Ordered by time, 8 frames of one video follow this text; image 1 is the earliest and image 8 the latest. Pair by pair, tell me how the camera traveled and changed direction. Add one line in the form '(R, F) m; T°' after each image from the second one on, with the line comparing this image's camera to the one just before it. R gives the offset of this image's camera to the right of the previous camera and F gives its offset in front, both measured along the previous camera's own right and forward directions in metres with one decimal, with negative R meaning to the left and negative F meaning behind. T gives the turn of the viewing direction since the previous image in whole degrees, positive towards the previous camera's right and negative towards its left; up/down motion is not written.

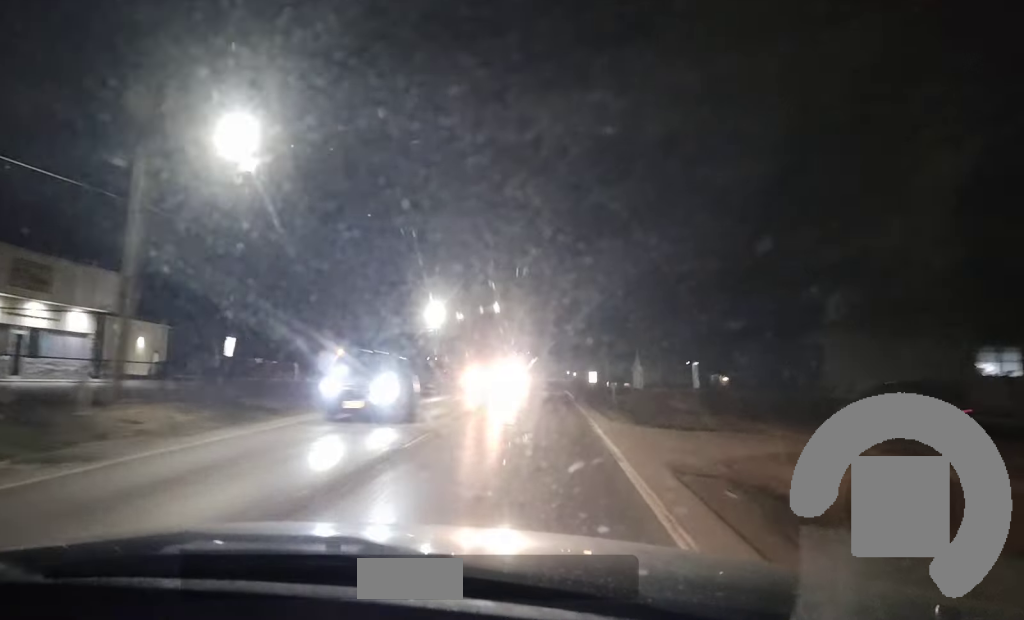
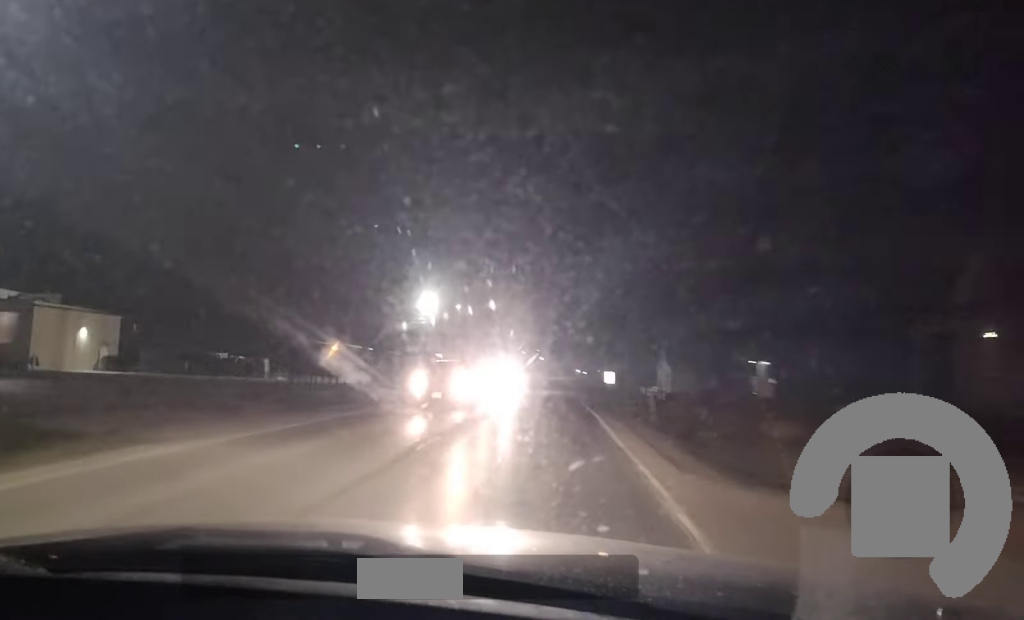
(+0.1, +12.7) m; 0°
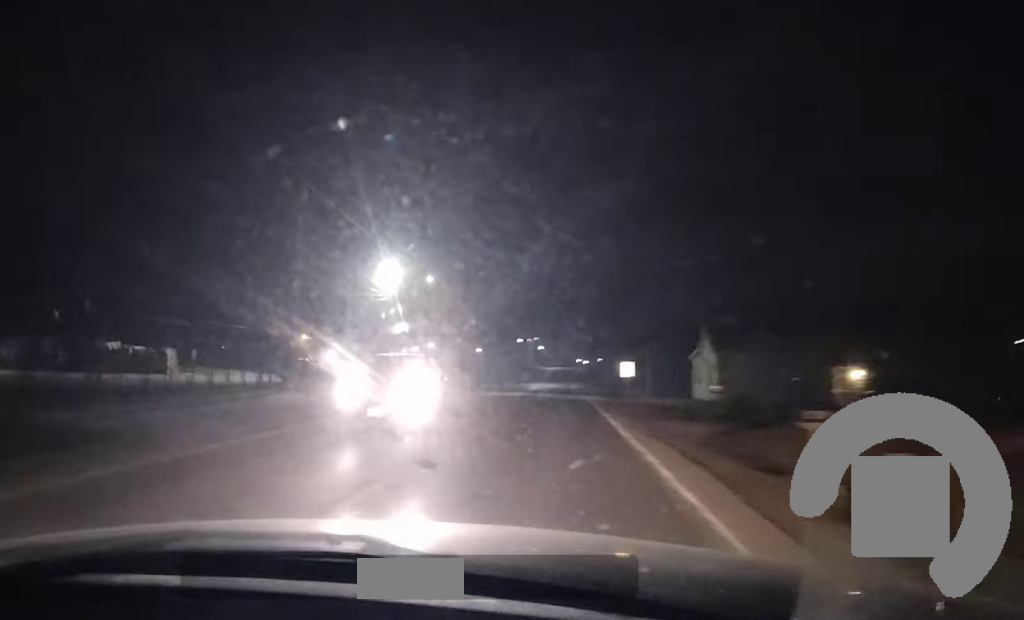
(-0.1, +20.2) m; +1°
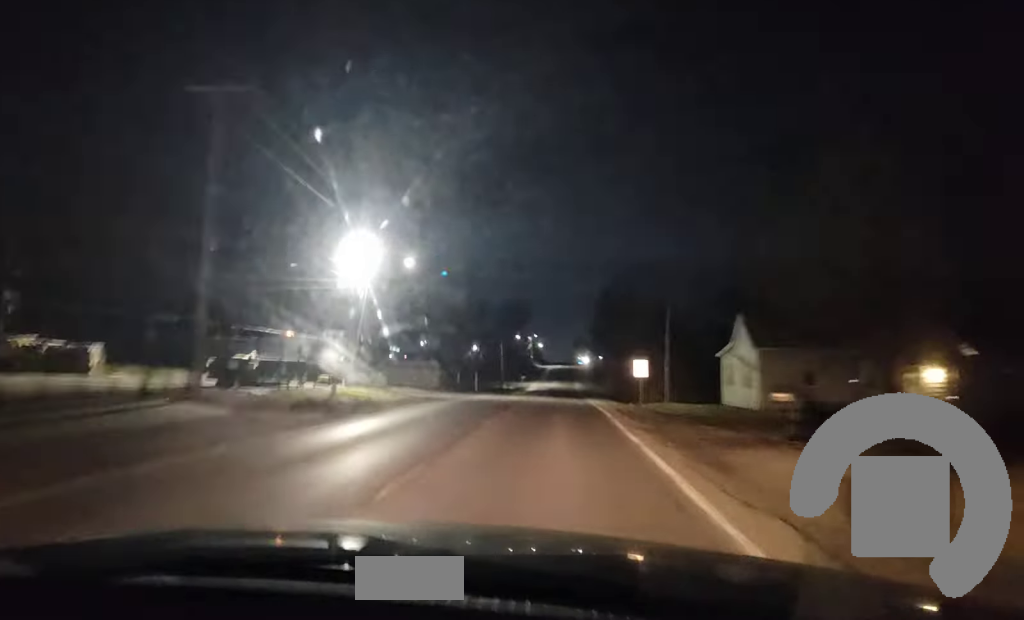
(+0.2, +10.6) m; 0°
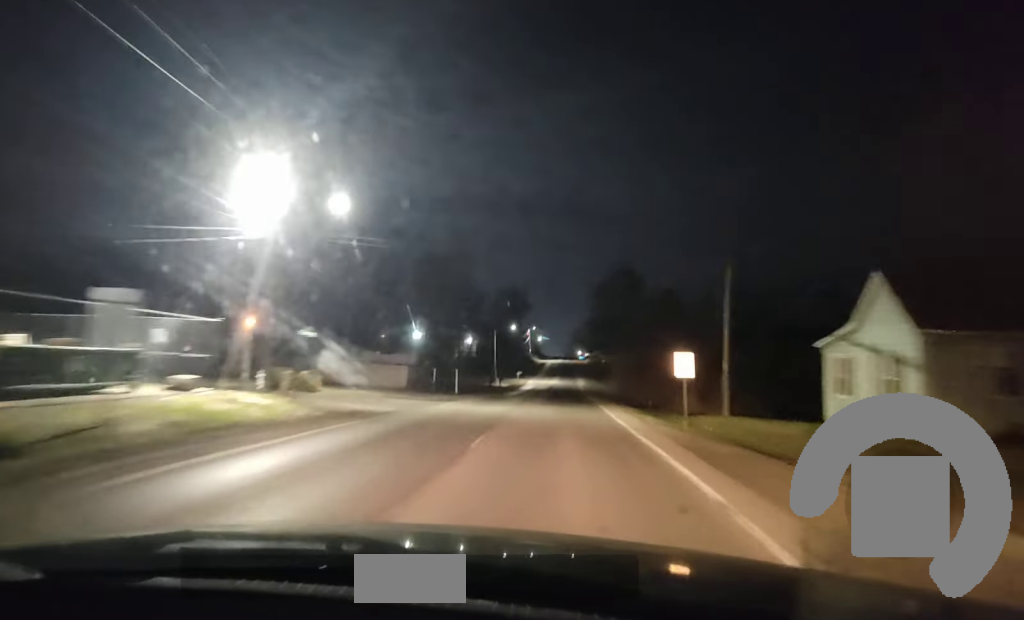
(-0.4, +17.9) m; -2°
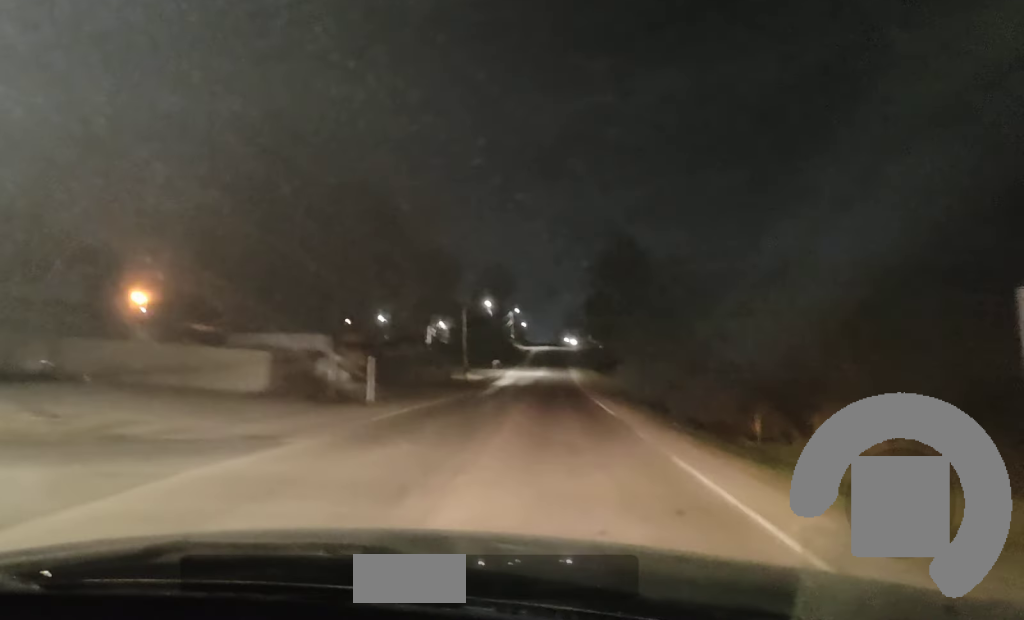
(-0.3, +27.9) m; +2°
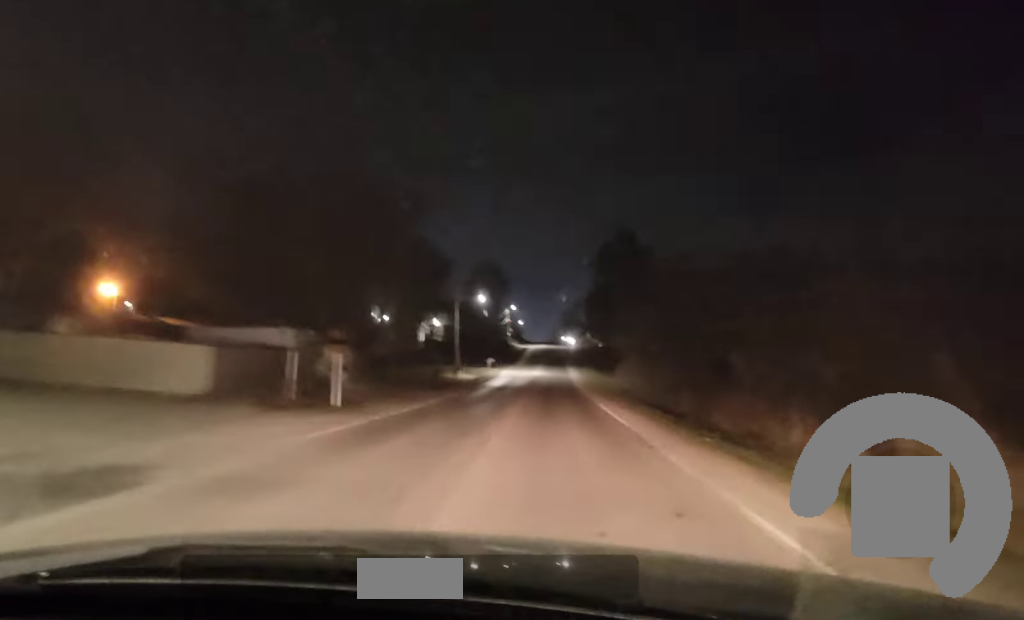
(+0.2, +6.6) m; +1°
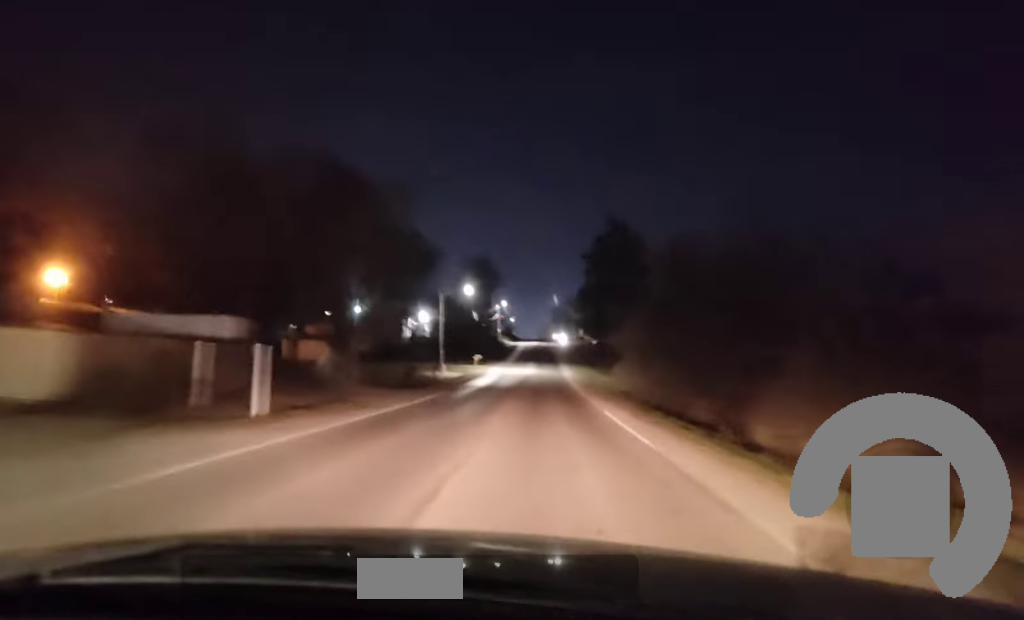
(+0.3, +8.9) m; +2°
